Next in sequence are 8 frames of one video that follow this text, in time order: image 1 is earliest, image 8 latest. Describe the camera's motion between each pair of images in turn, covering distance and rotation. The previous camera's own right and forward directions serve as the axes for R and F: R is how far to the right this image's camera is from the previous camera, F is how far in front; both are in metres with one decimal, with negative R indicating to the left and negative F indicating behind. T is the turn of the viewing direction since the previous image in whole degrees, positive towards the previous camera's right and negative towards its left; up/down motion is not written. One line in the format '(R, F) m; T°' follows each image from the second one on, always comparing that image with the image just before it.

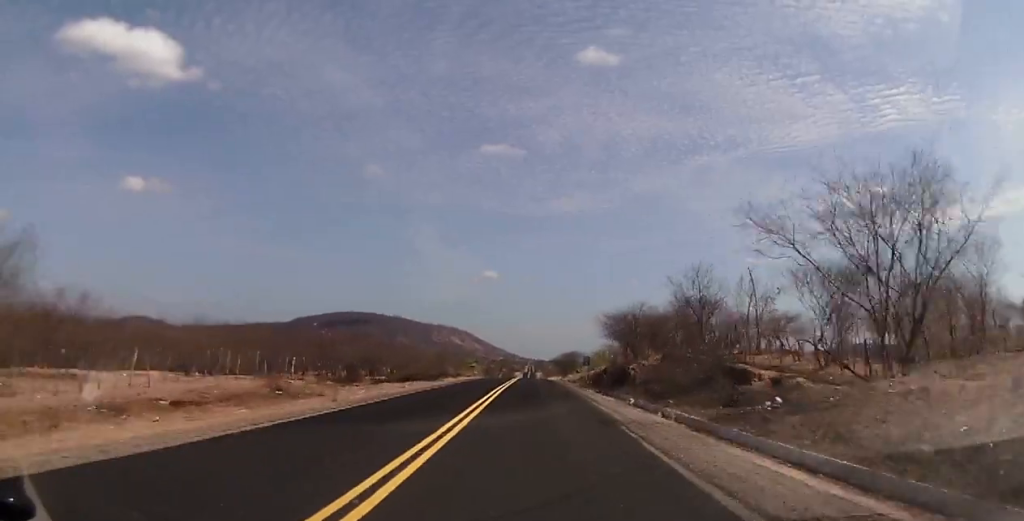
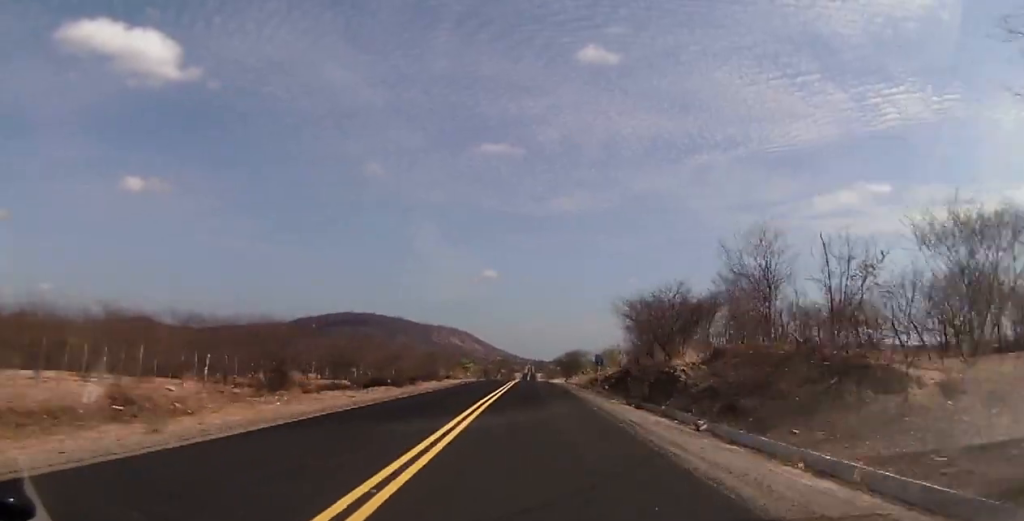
(0.0, +11.5) m; 0°
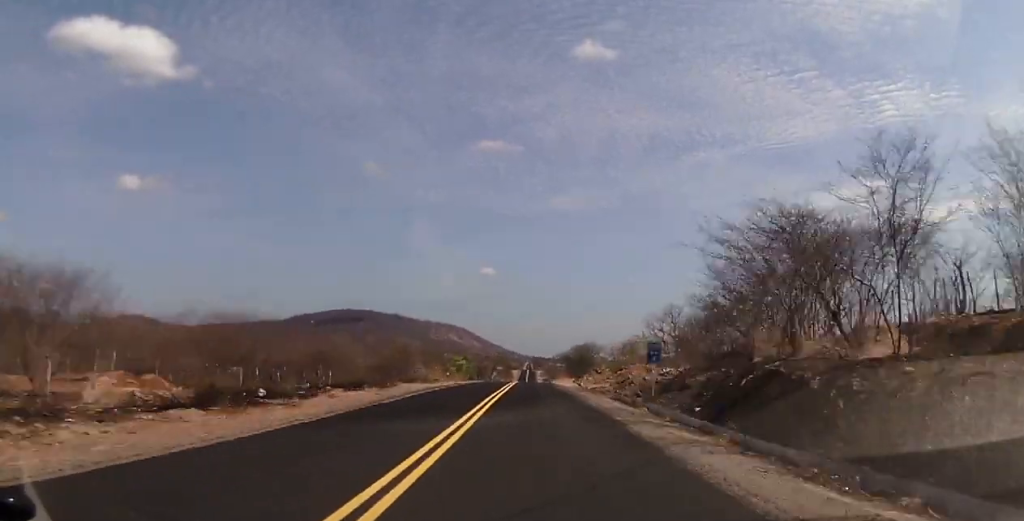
(+0.2, +22.8) m; 0°
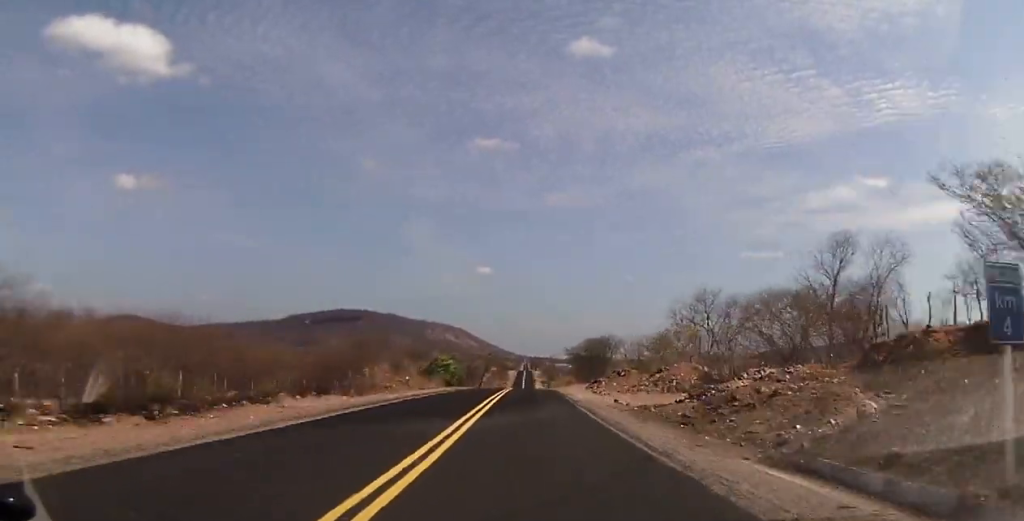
(-0.2, +21.9) m; -1°
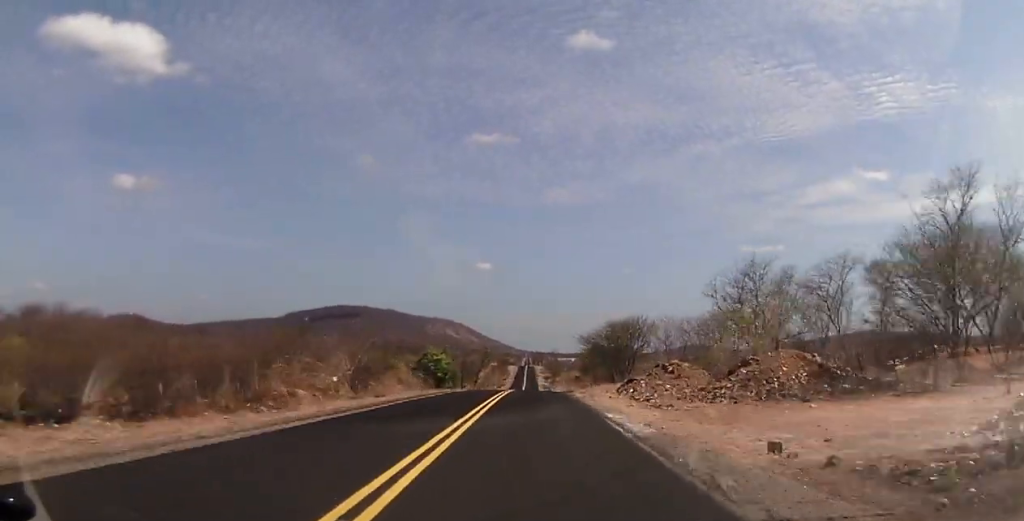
(-0.2, +18.6) m; 0°
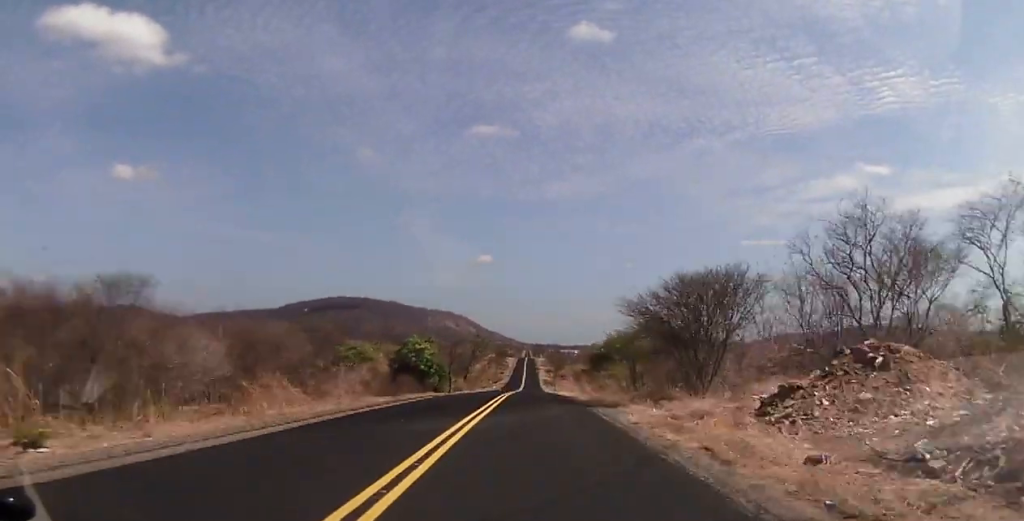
(+0.1, +23.5) m; +1°
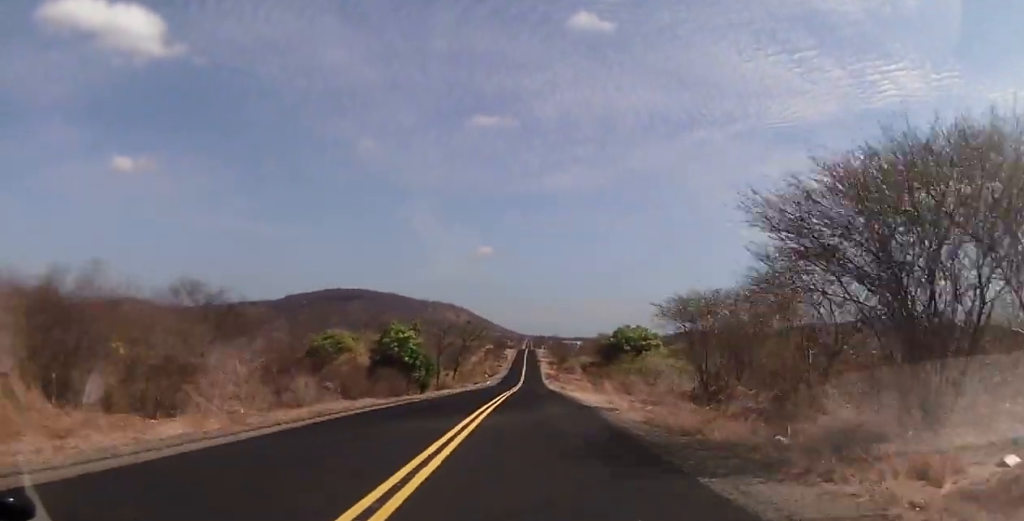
(+0.1, +16.3) m; 0°
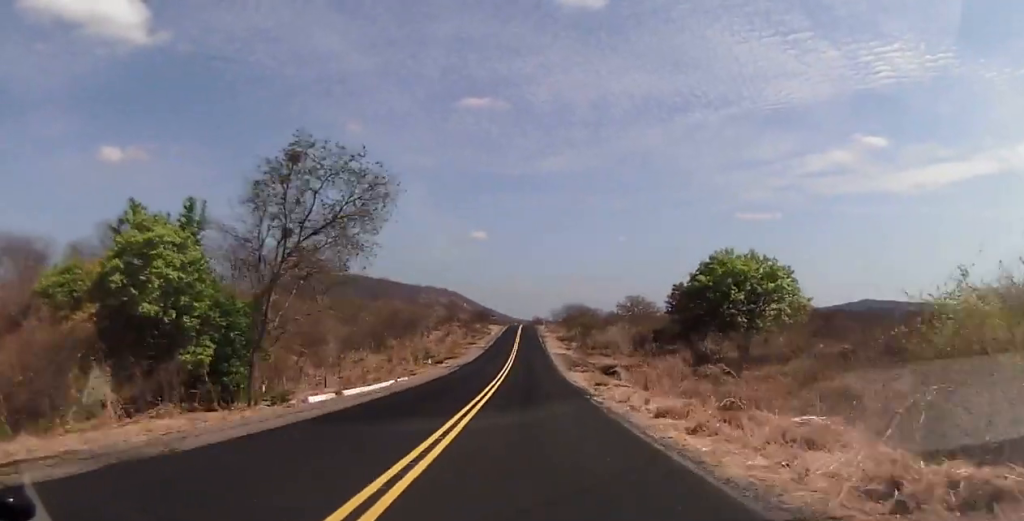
(-0.2, +71.4) m; 0°
